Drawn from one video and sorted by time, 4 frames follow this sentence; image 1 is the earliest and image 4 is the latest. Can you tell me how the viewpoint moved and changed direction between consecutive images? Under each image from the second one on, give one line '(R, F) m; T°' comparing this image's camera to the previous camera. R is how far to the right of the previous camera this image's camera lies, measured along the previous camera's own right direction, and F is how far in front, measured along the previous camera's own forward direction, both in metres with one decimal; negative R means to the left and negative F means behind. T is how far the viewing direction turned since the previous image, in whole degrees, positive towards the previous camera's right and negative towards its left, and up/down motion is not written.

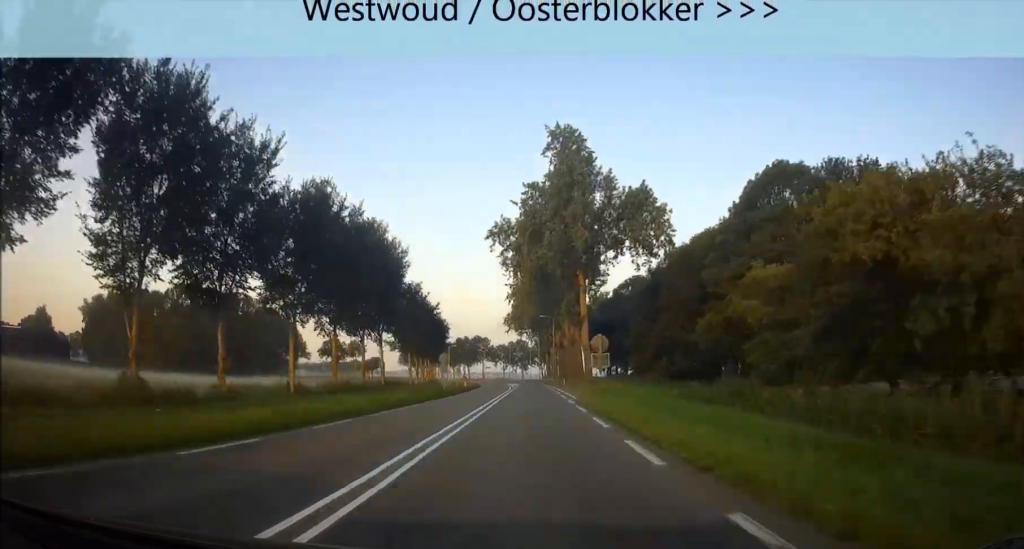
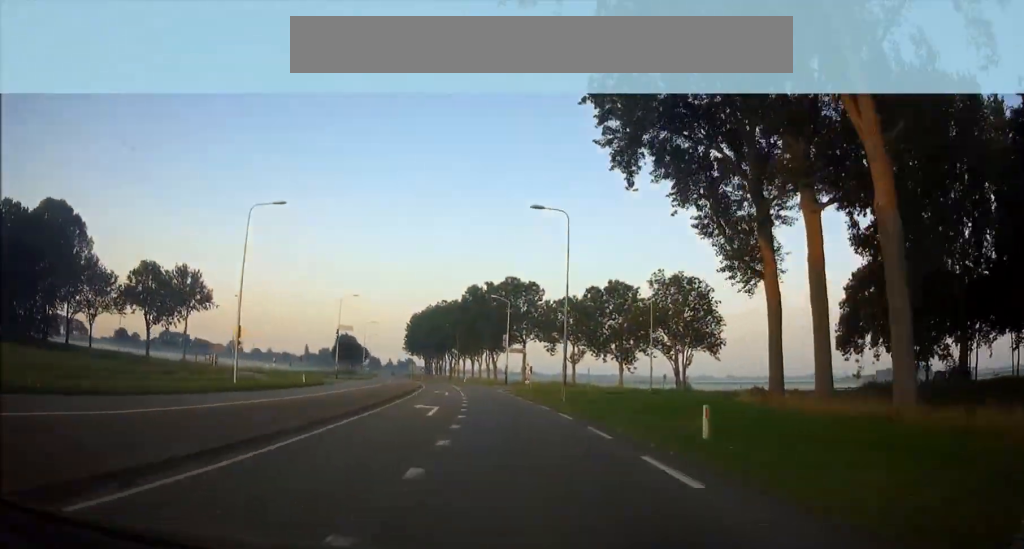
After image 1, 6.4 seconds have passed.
(-5.2, +151.6) m; -9°
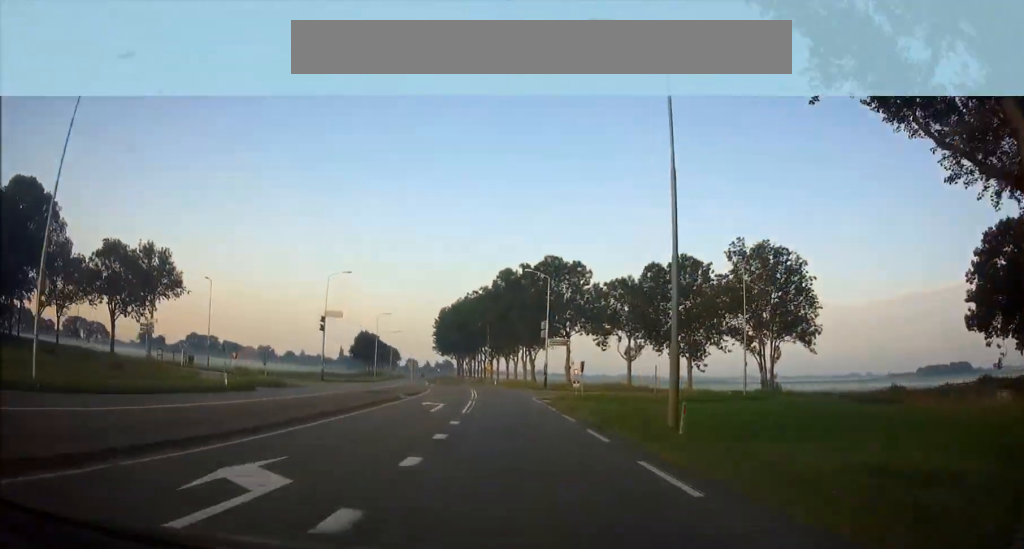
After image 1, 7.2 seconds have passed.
(-0.4, +18.9) m; -3°
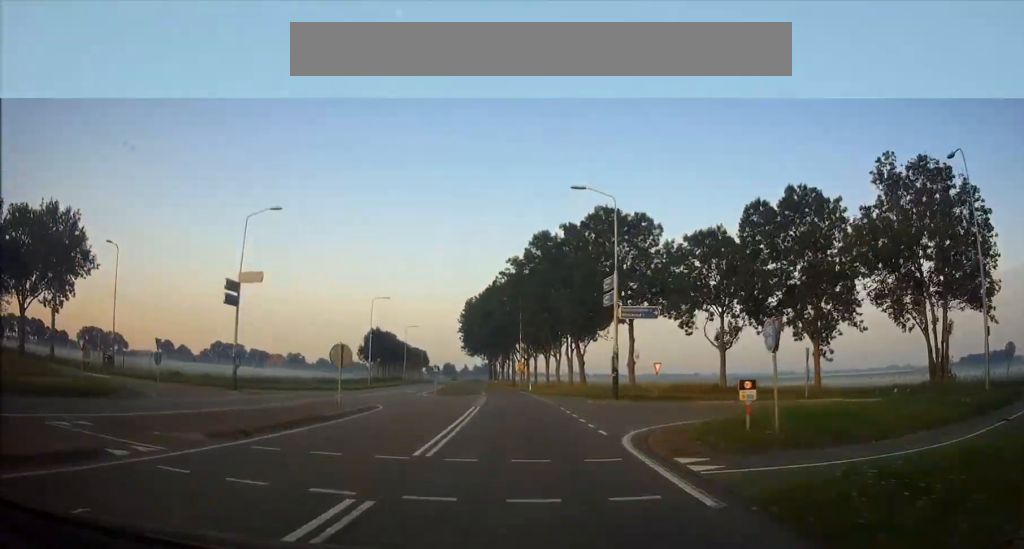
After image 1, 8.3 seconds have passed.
(-1.2, +25.2) m; -3°
